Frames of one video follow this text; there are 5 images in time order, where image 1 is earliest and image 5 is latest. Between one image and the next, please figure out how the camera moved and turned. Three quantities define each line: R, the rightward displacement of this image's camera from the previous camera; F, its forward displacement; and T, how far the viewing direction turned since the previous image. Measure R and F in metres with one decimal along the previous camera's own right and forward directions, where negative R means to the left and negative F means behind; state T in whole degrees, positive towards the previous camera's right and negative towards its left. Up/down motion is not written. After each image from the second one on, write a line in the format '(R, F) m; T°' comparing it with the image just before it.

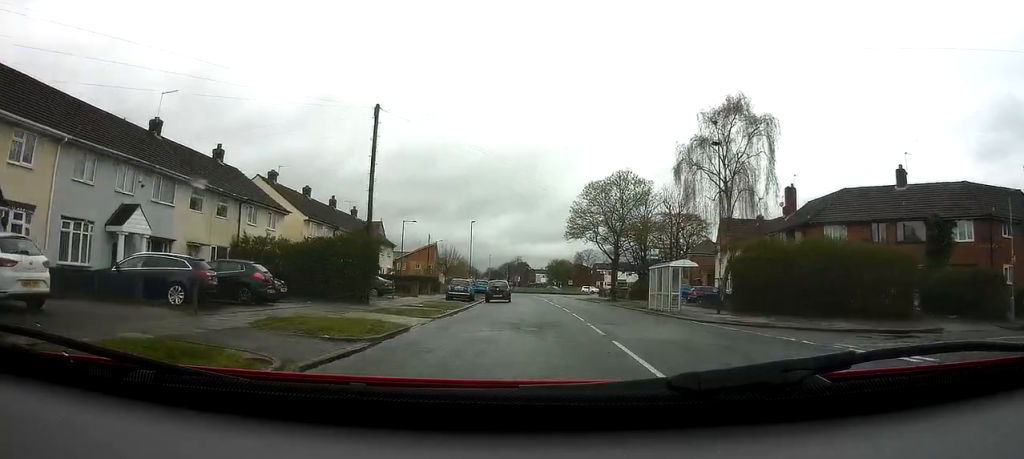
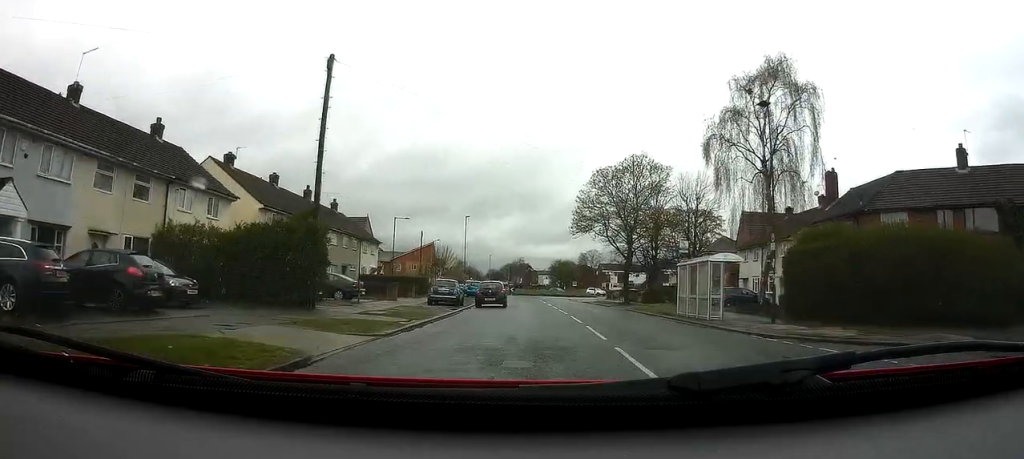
(+0.2, +6.5) m; 0°
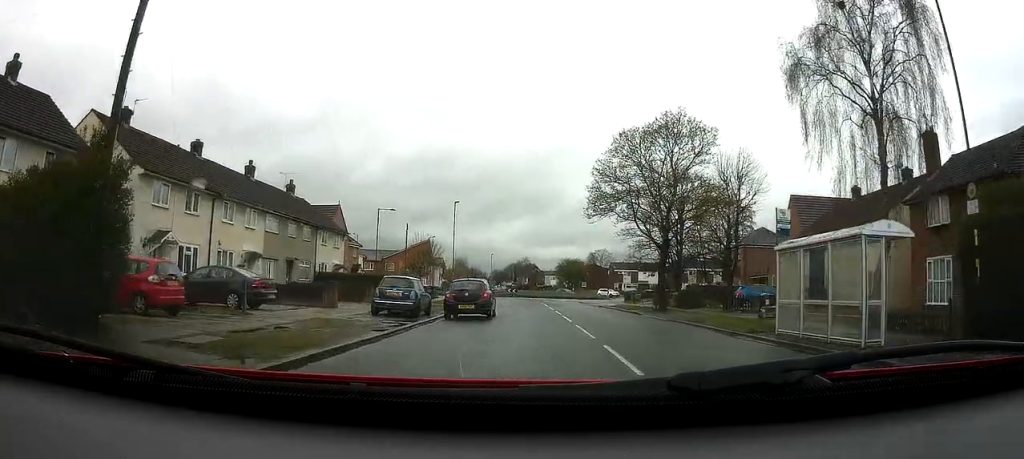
(-0.1, +10.9) m; -2°
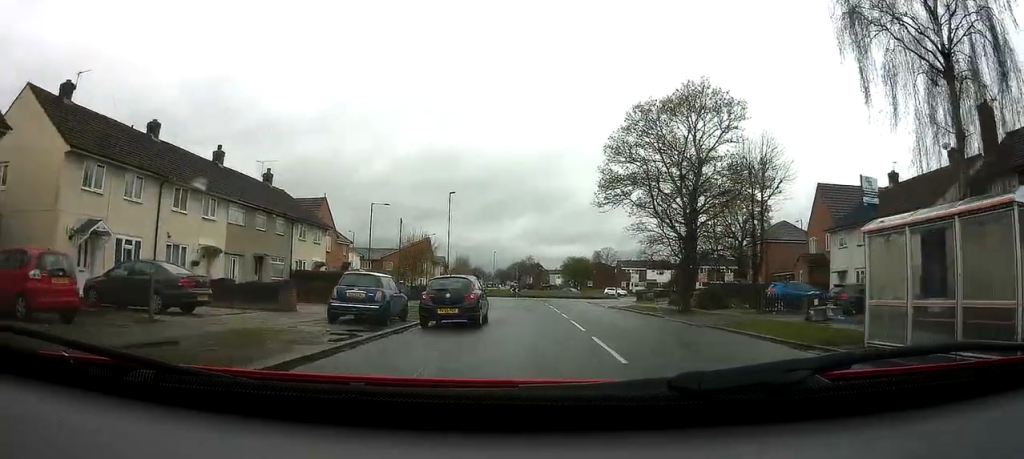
(-0.1, +4.5) m; -1°
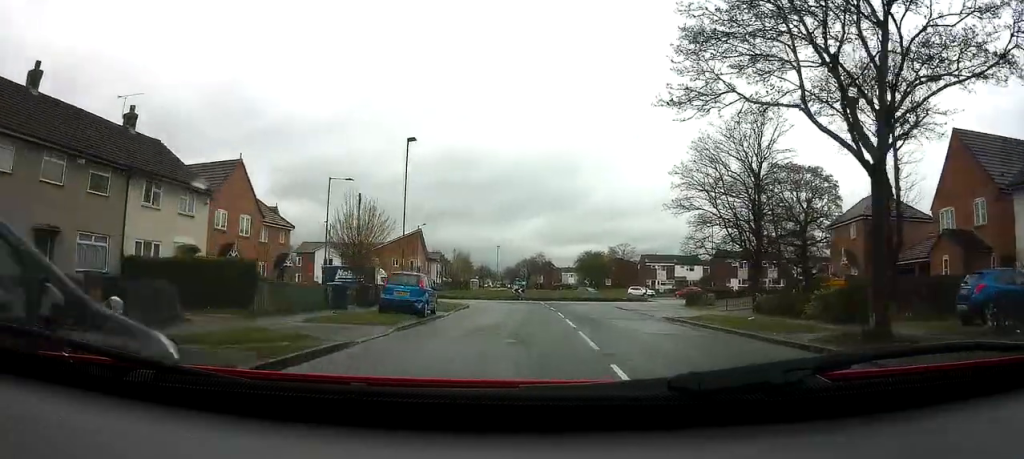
(-0.7, +16.3) m; -3°
